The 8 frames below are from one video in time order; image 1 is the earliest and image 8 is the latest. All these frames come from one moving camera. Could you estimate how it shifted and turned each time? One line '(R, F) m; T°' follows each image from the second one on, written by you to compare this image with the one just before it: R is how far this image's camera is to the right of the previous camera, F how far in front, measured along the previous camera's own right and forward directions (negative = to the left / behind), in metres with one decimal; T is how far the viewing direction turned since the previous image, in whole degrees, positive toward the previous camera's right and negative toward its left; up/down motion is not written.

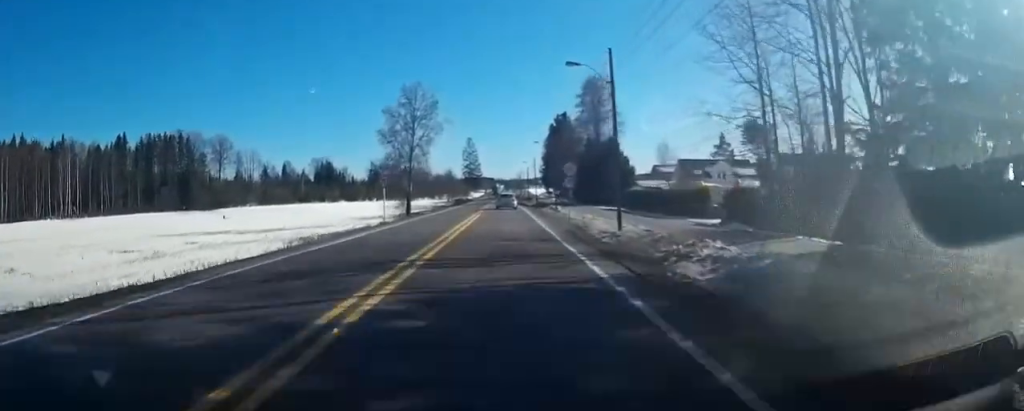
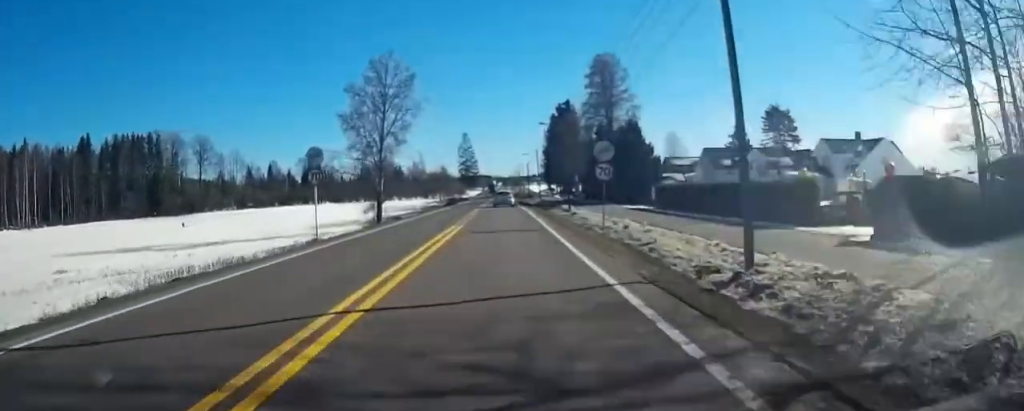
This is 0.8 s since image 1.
(+0.2, +14.1) m; 0°
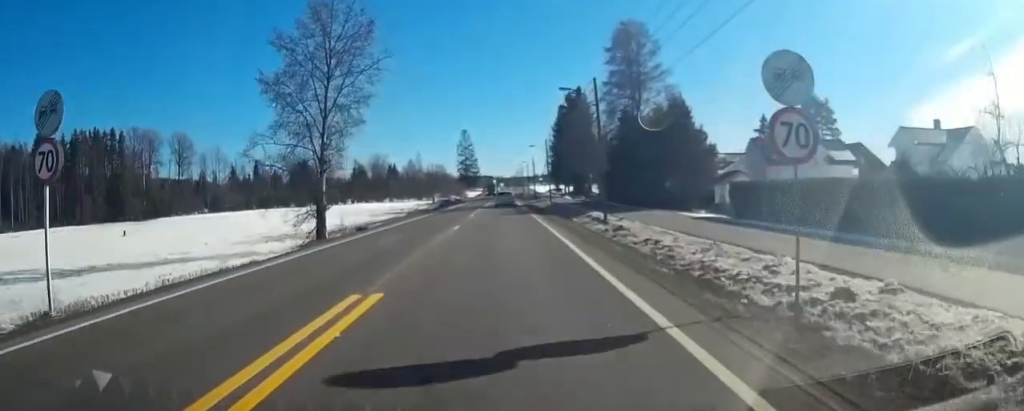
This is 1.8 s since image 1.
(-0.2, +16.4) m; 0°
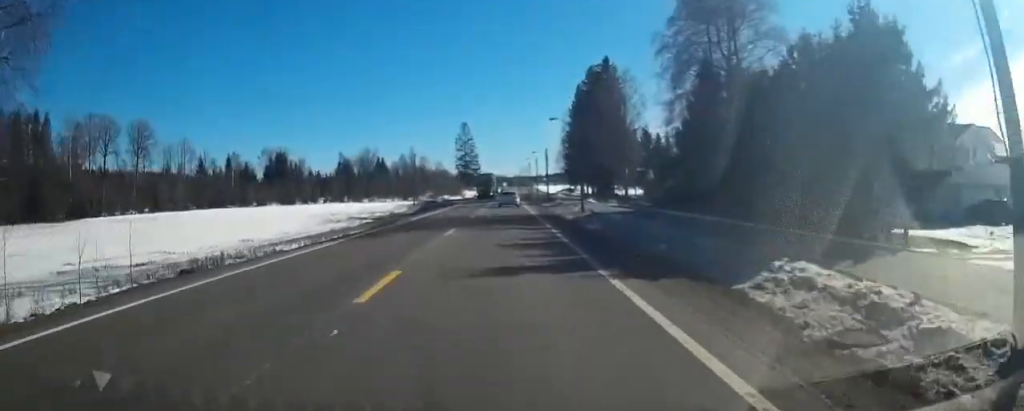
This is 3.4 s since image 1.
(-0.1, +26.9) m; -1°
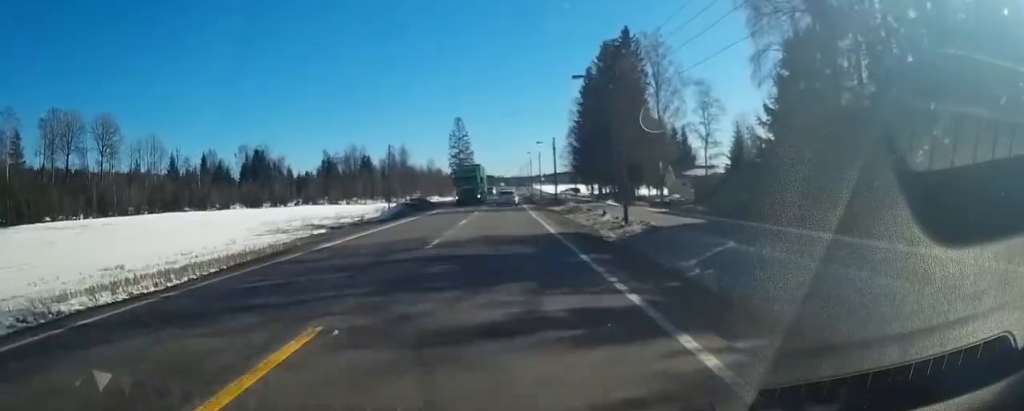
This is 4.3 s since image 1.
(0.0, +16.5) m; 0°
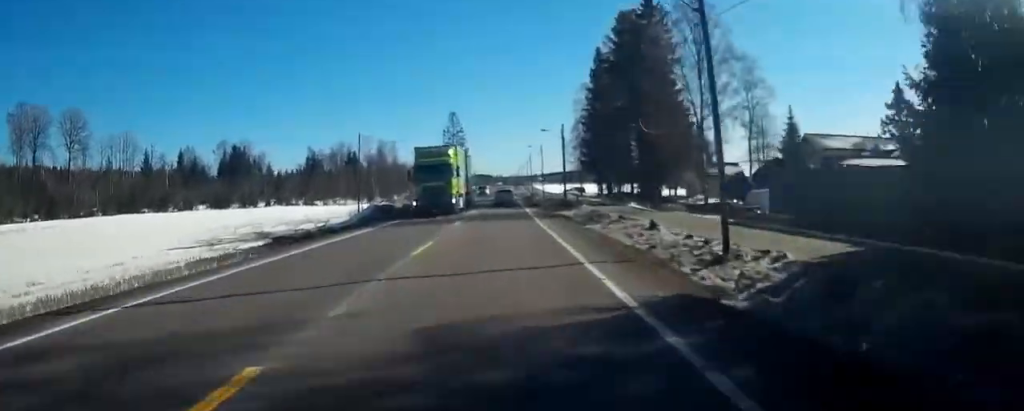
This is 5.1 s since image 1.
(+0.1, +13.1) m; 0°
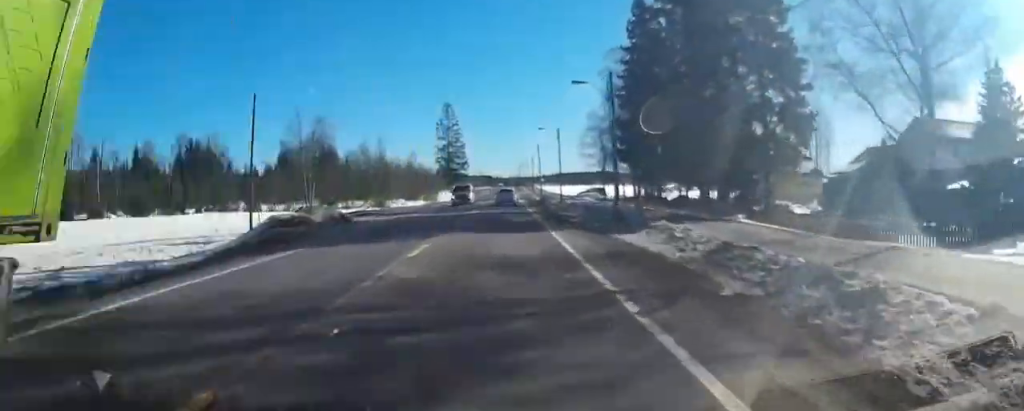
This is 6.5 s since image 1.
(-0.2, +24.5) m; 0°
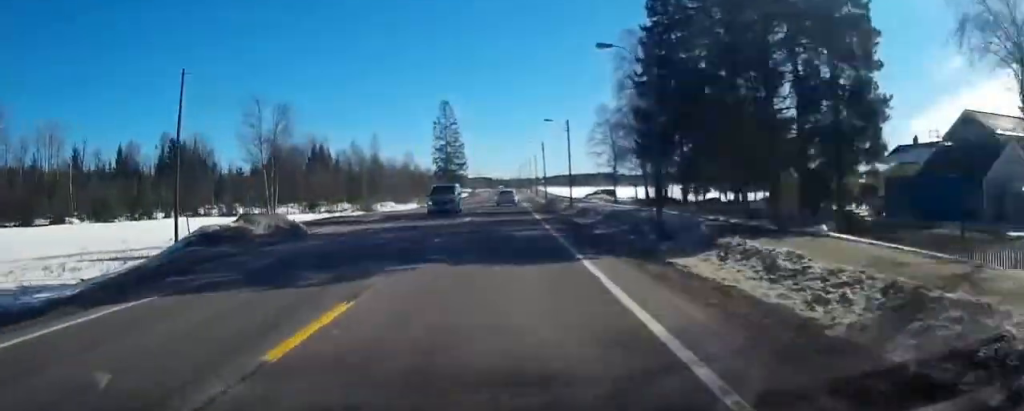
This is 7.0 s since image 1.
(0.0, +7.4) m; 0°
